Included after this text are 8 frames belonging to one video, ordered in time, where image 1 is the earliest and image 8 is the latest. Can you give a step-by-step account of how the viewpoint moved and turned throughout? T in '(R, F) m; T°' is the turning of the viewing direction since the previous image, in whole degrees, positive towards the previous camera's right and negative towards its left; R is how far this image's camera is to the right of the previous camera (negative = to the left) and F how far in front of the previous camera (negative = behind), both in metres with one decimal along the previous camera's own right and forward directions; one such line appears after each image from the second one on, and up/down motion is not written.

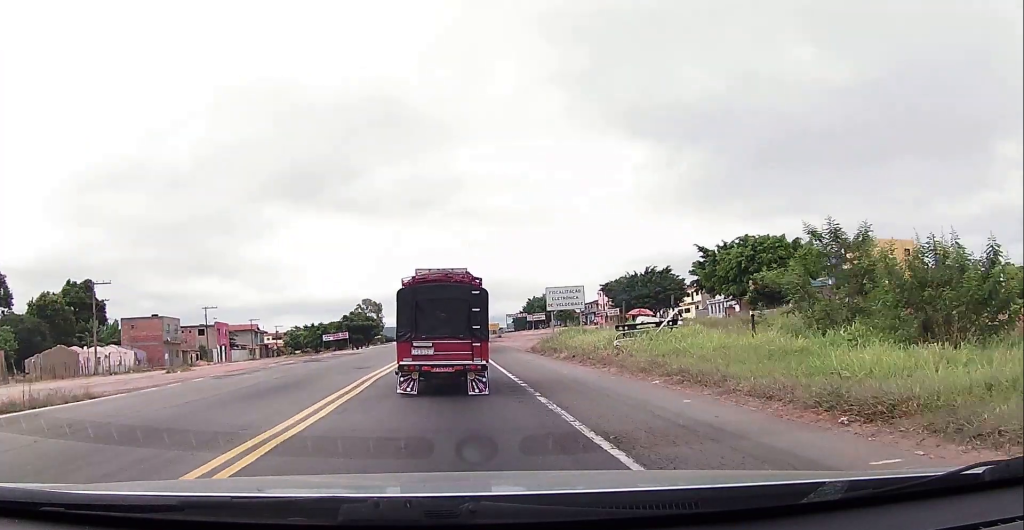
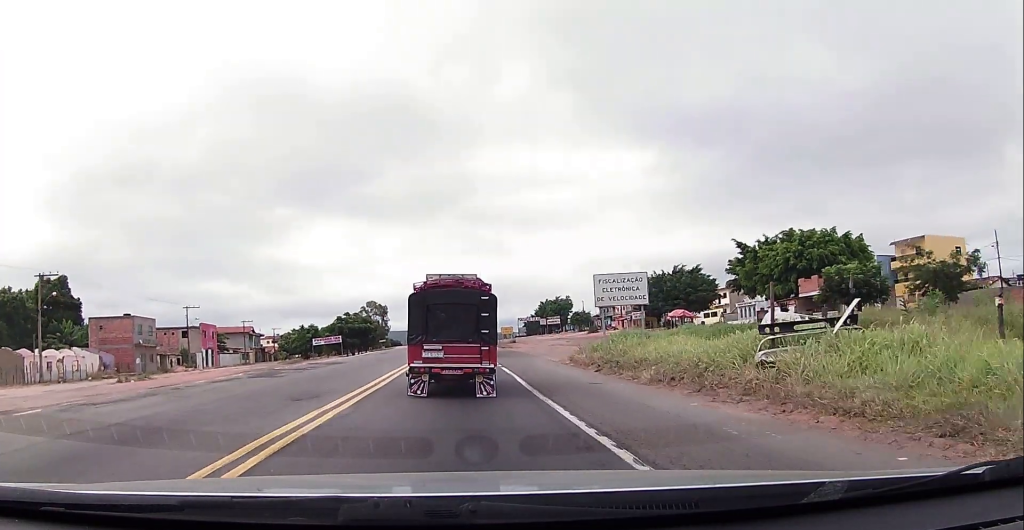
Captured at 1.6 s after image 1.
(+0.1, +10.0) m; -1°
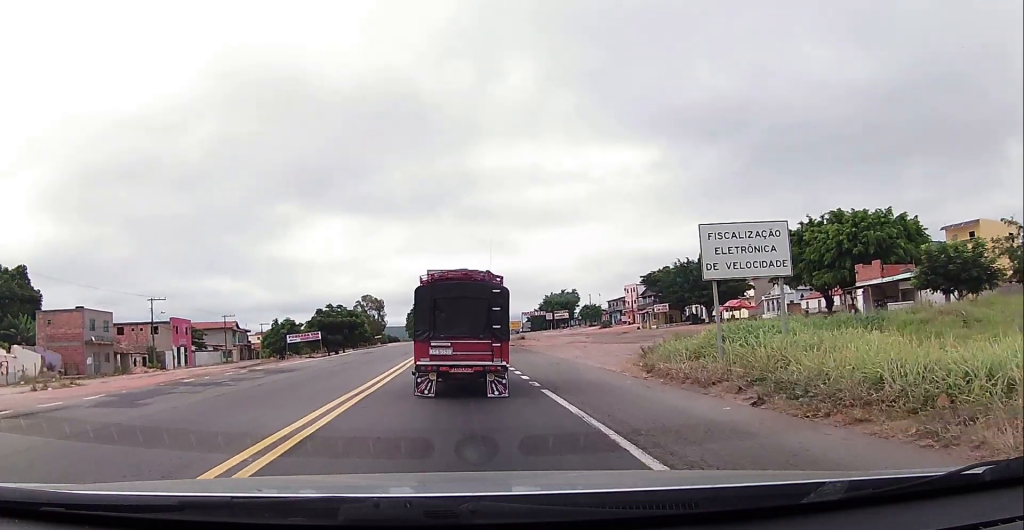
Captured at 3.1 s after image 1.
(+0.1, +10.7) m; +1°
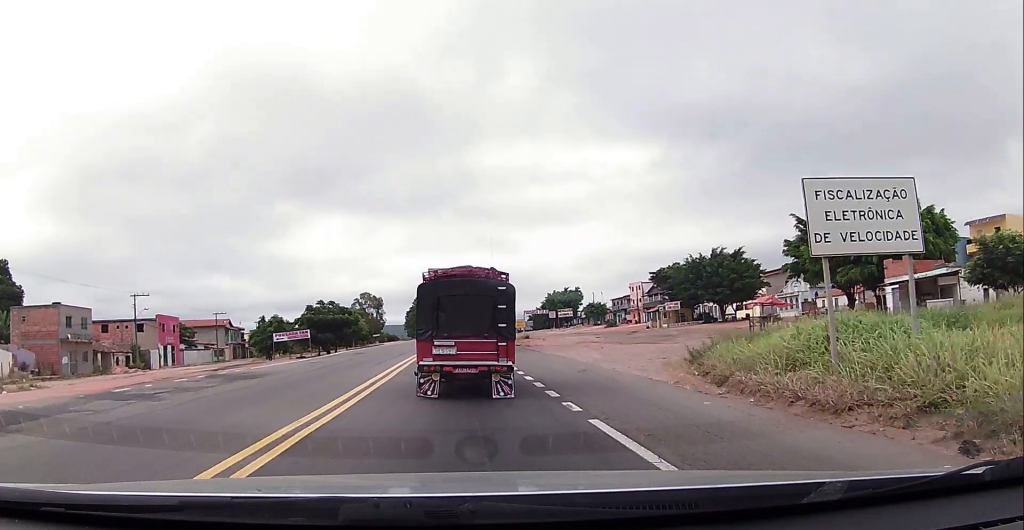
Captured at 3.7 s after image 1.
(0.0, +4.6) m; 0°
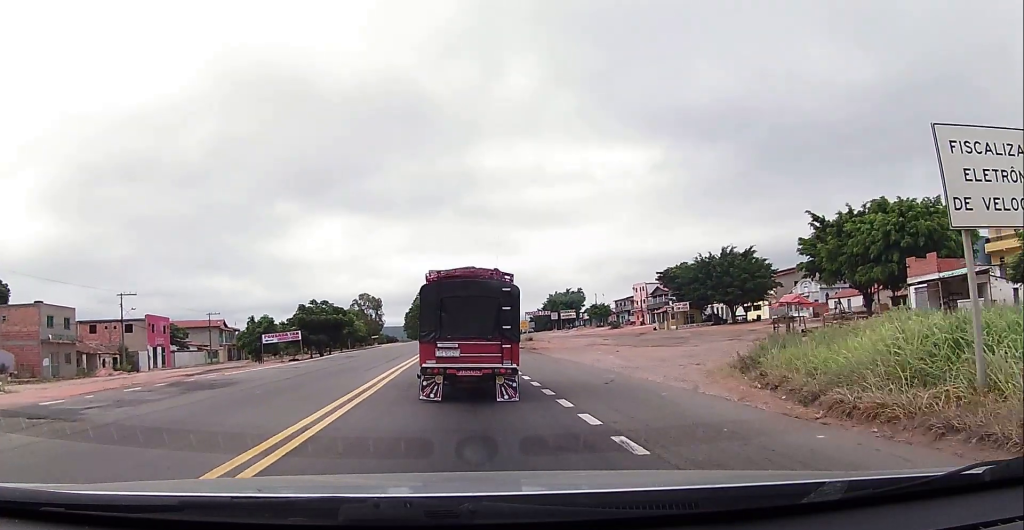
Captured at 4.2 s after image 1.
(0.0, +3.3) m; -1°
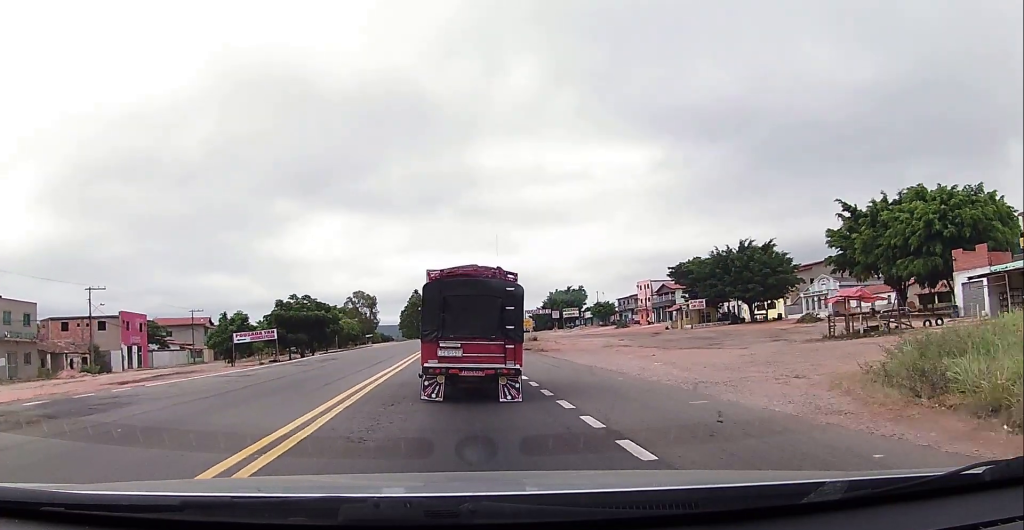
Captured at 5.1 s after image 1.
(-0.1, +6.4) m; -1°
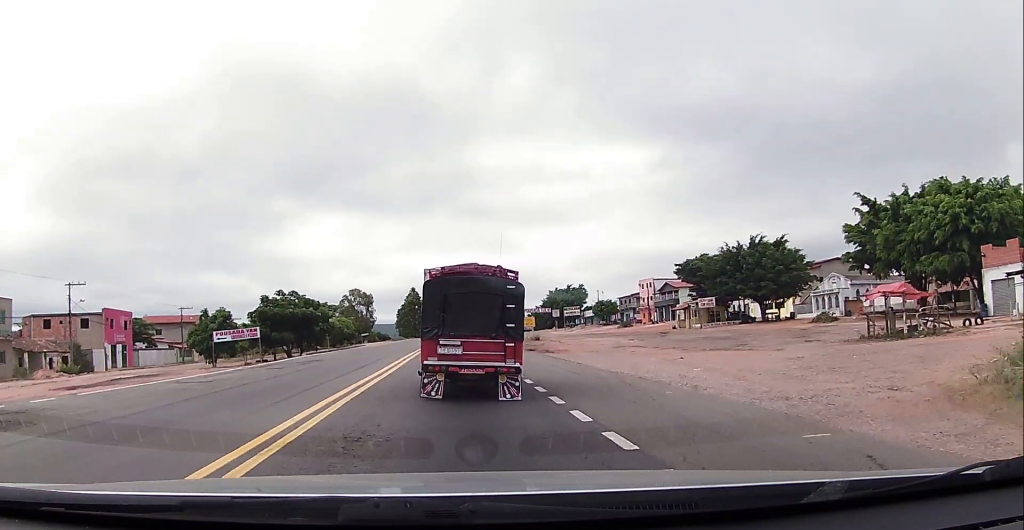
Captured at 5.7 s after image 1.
(-0.2, +3.5) m; +1°
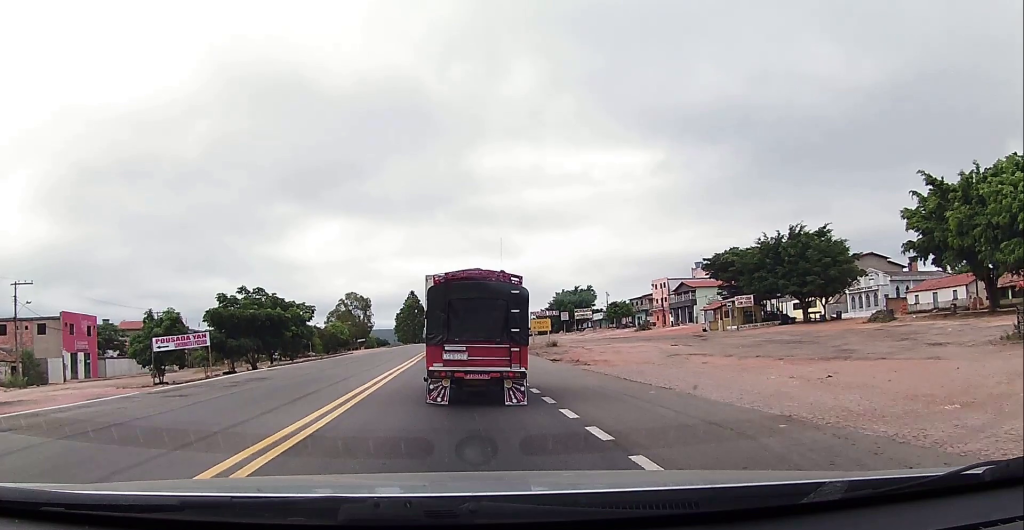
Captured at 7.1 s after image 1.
(+0.5, +9.3) m; +1°
